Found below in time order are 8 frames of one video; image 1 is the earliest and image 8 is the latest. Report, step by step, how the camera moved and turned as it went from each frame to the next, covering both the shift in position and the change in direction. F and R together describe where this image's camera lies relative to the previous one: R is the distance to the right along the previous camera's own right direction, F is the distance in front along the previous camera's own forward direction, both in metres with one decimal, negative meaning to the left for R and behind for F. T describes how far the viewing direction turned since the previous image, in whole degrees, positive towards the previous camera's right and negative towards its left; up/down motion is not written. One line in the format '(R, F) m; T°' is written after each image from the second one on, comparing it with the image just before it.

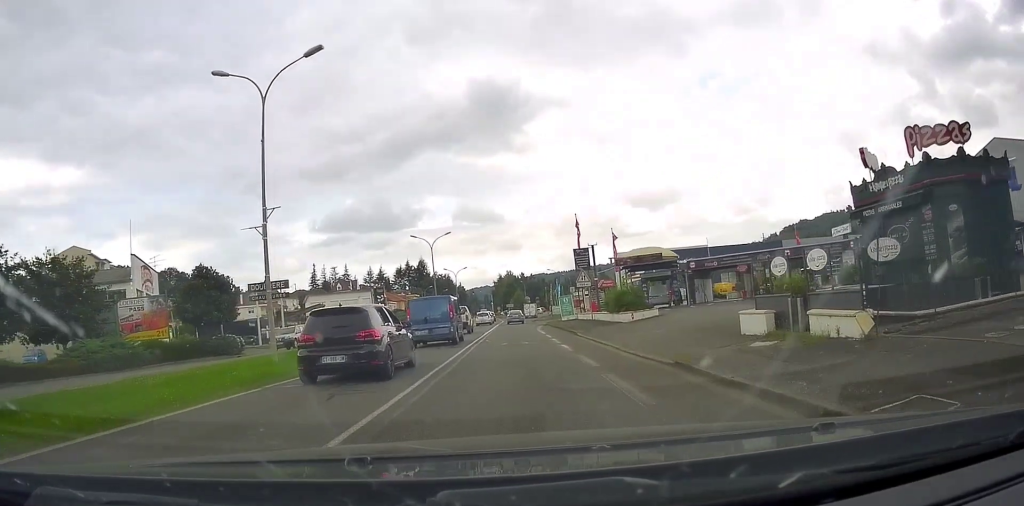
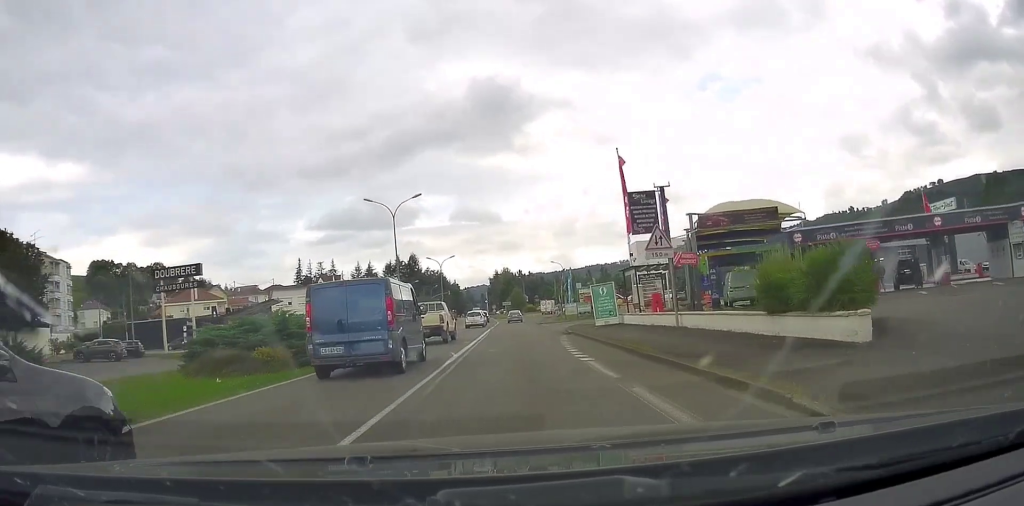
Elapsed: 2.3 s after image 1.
(-0.8, +19.5) m; -4°
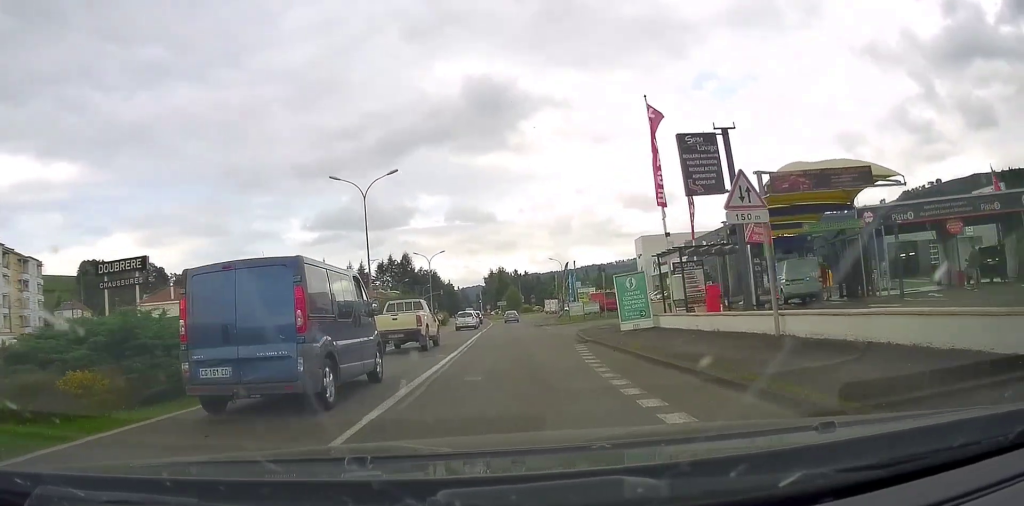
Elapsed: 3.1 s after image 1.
(0.0, +7.1) m; 0°
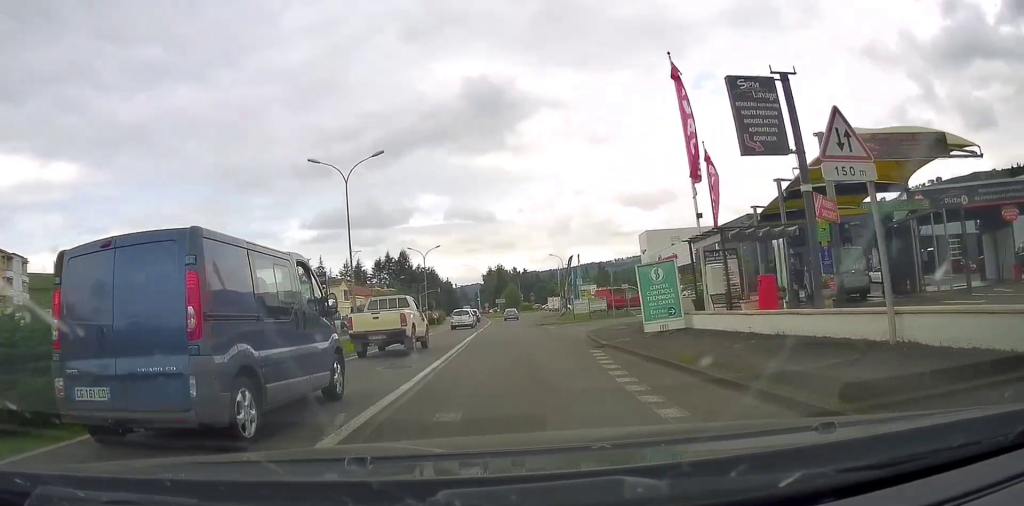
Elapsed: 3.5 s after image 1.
(0.0, +3.6) m; 0°
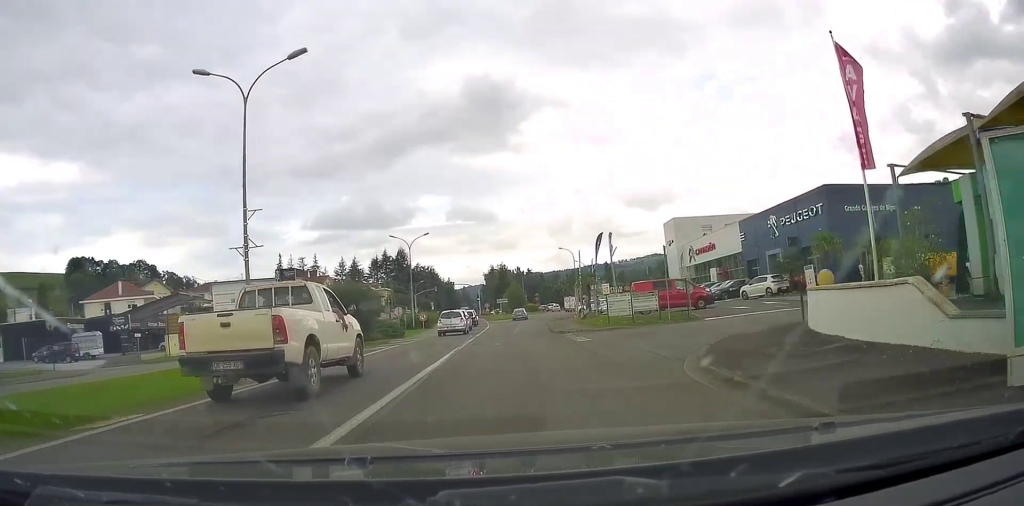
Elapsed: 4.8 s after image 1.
(+0.1, +12.9) m; +1°
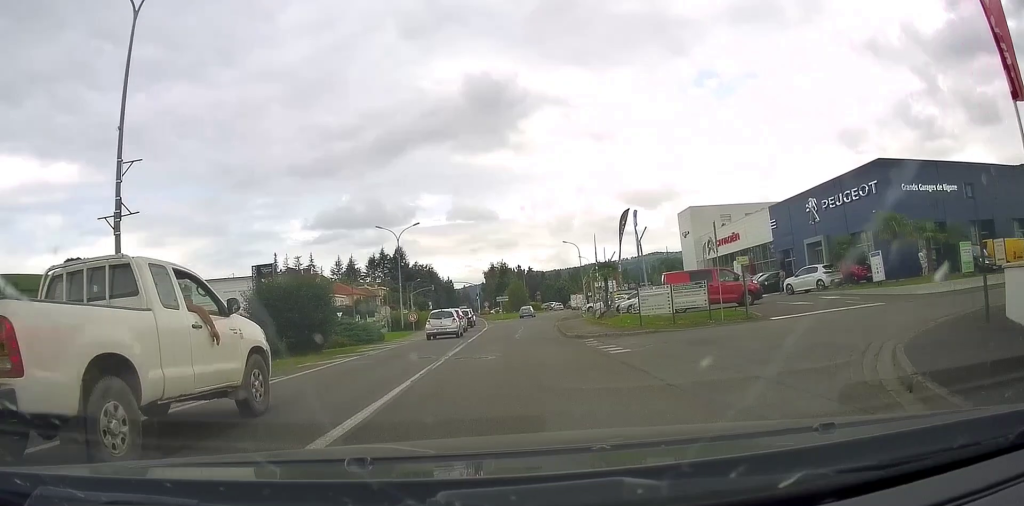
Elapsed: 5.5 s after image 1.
(0.0, +6.8) m; +1°
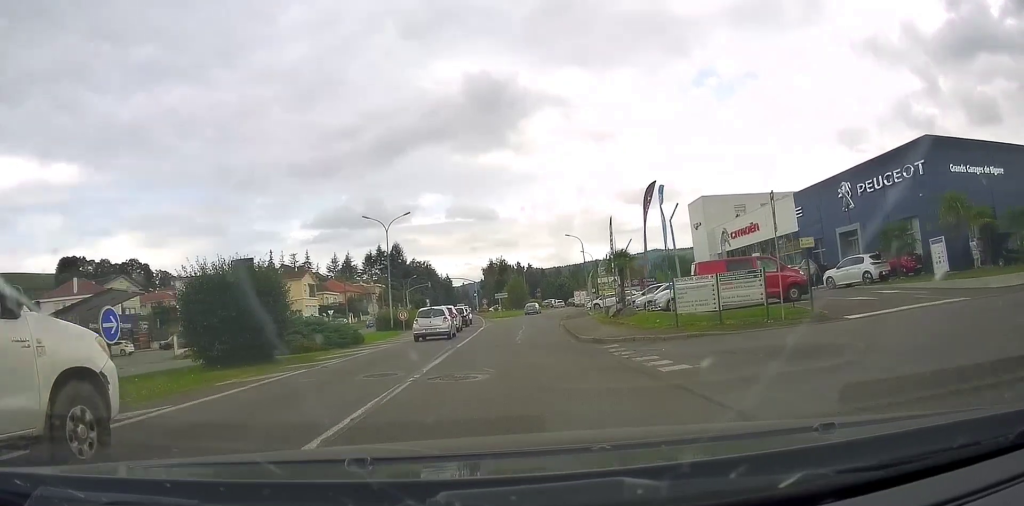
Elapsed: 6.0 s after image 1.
(-0.1, +4.8) m; +1°
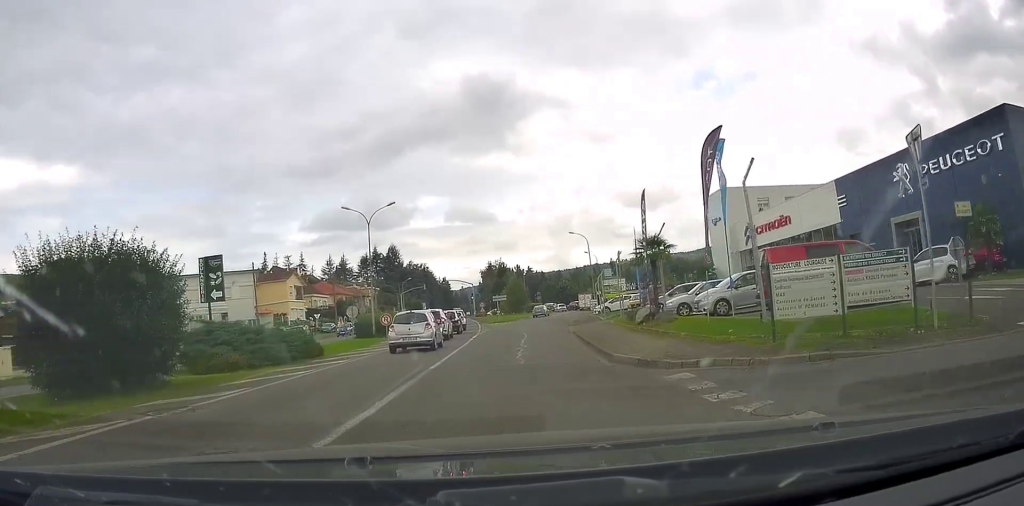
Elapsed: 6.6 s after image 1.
(+0.2, +6.6) m; 0°
